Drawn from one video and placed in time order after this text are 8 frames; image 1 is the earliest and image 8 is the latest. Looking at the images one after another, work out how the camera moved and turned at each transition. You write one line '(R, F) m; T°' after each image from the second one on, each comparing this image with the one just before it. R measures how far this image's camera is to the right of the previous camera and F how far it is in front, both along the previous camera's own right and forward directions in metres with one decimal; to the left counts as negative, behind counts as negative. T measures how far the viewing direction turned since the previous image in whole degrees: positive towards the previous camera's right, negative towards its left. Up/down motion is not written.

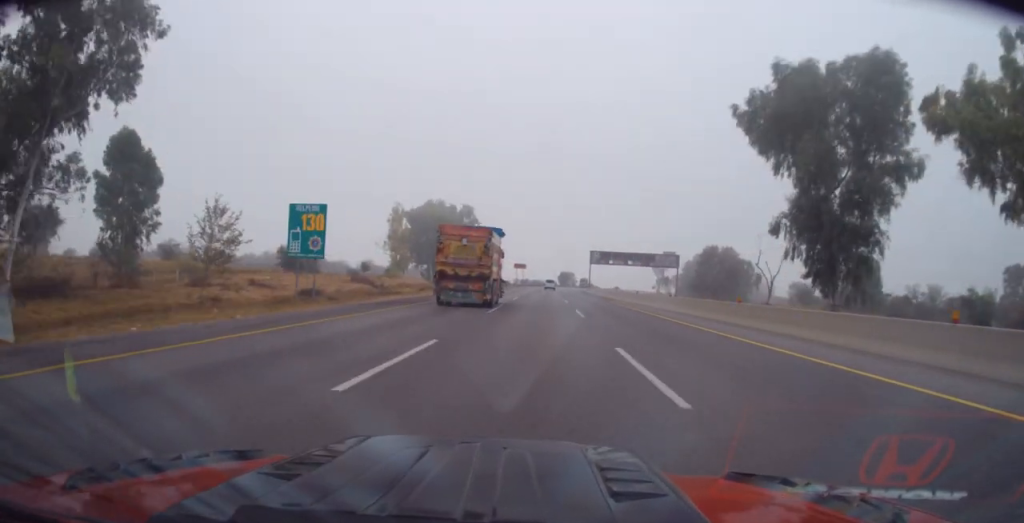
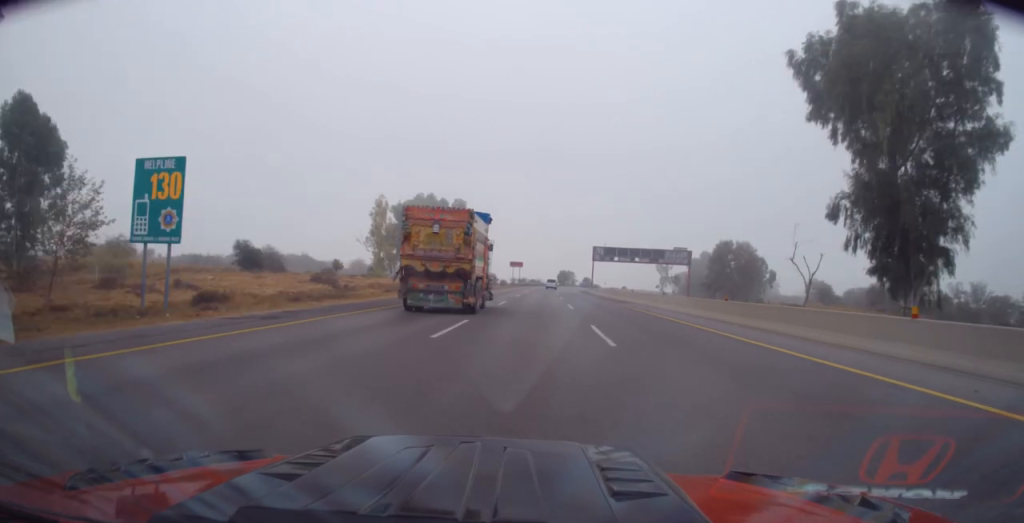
(+0.1, +11.7) m; 0°
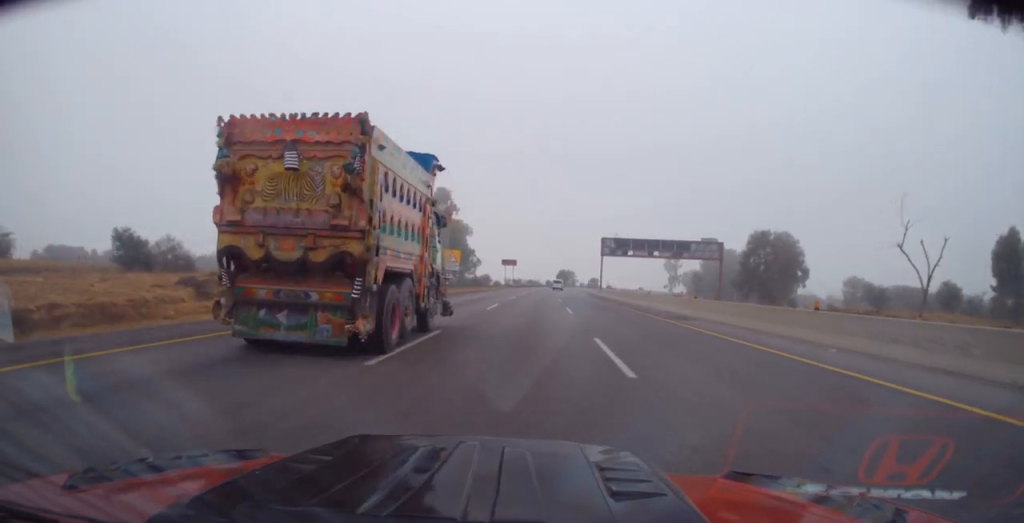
(0.0, +21.7) m; 0°
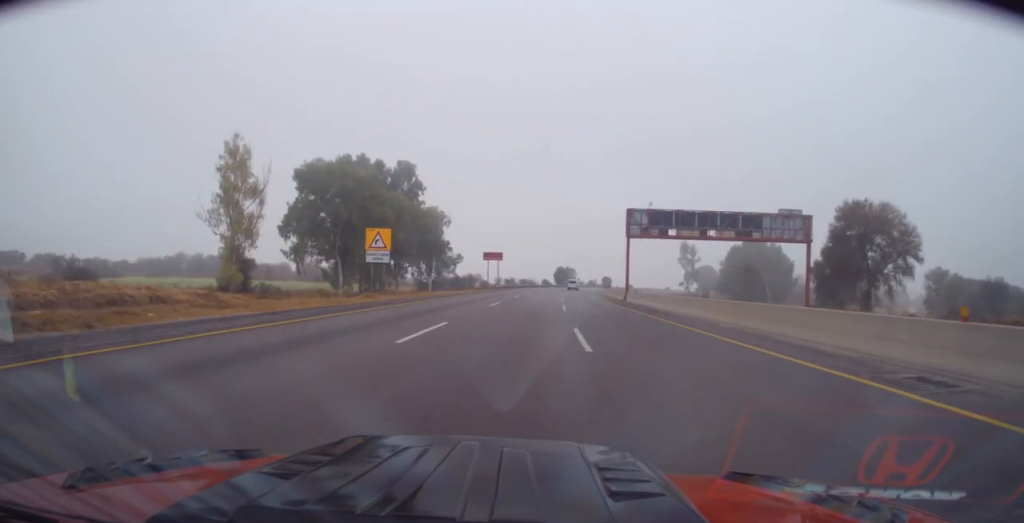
(-0.1, +32.5) m; 0°
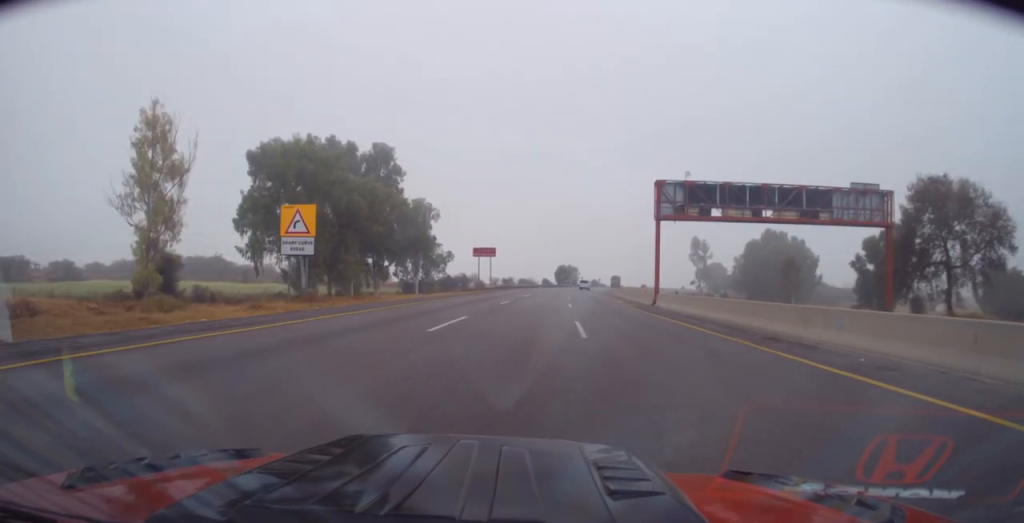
(0.0, +14.9) m; 0°
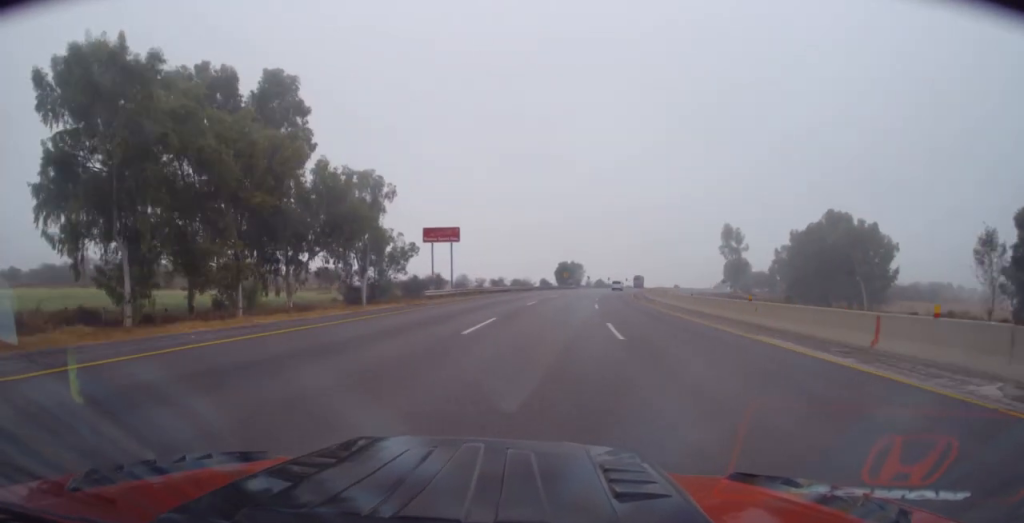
(0.0, +35.4) m; +1°
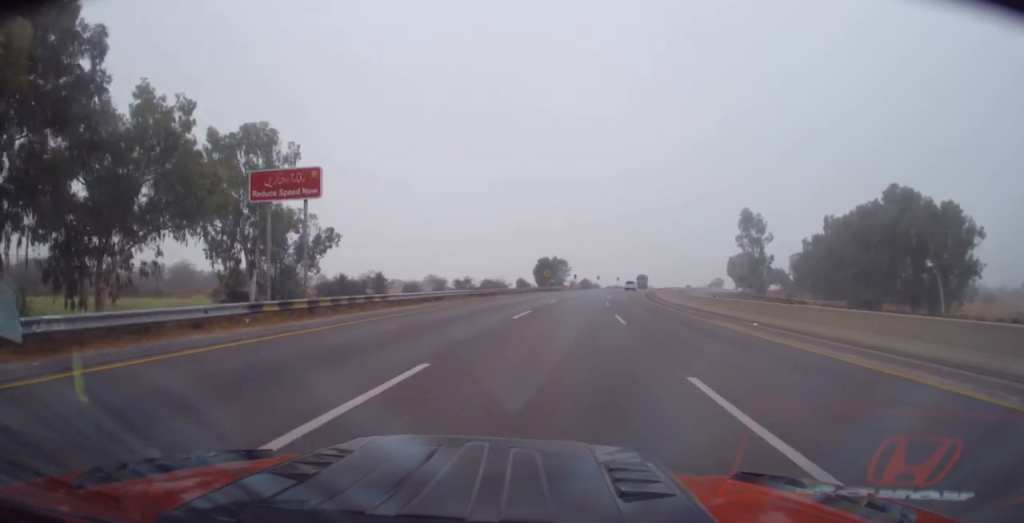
(+0.5, +29.5) m; +2°
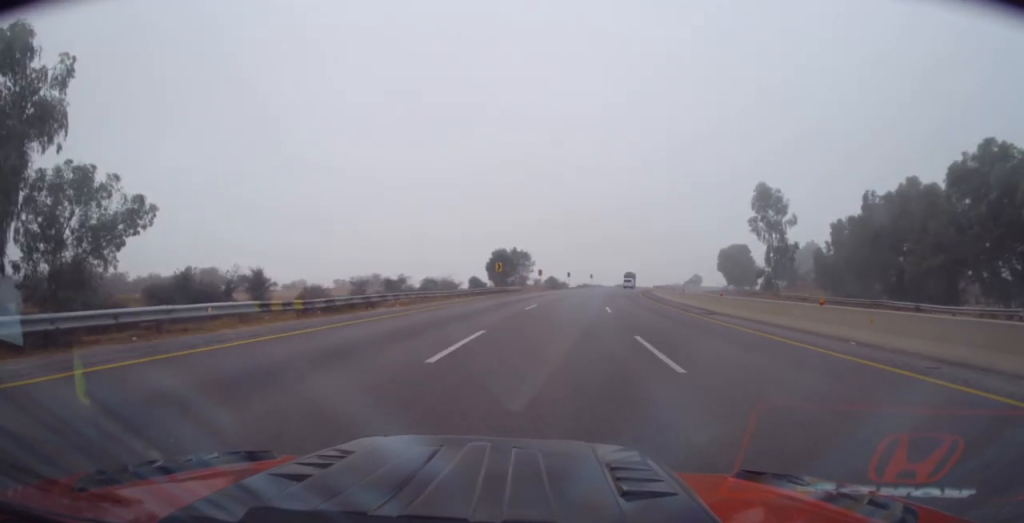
(+0.4, +29.3) m; +3°
